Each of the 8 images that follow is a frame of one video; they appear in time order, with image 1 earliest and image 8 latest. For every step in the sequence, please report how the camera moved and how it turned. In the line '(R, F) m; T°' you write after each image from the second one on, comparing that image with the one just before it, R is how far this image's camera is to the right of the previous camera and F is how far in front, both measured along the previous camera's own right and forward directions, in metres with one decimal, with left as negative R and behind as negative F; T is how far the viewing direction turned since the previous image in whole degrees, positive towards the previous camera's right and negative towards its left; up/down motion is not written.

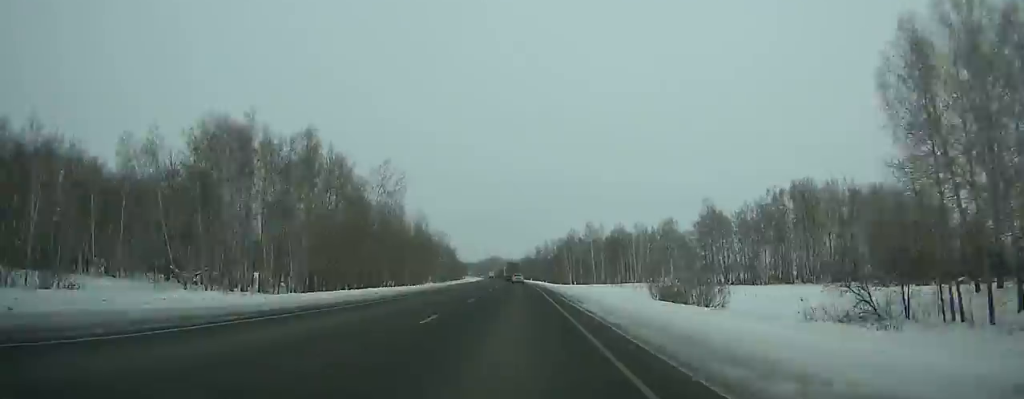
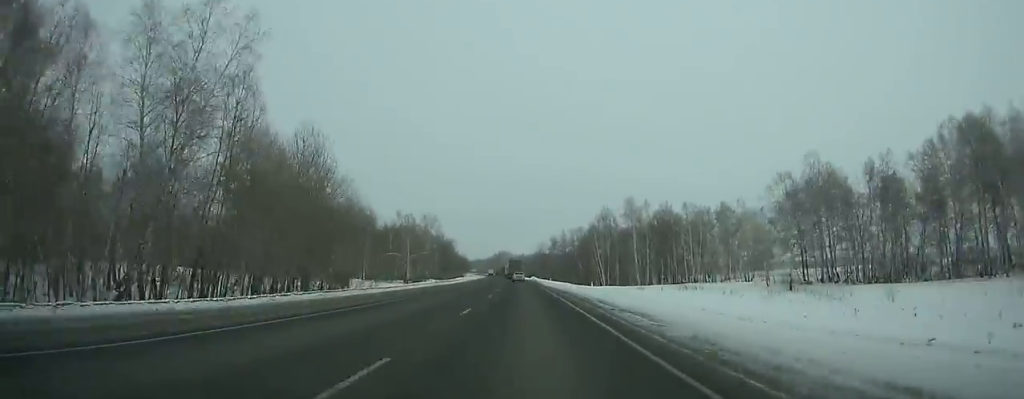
(-0.8, +57.5) m; -1°
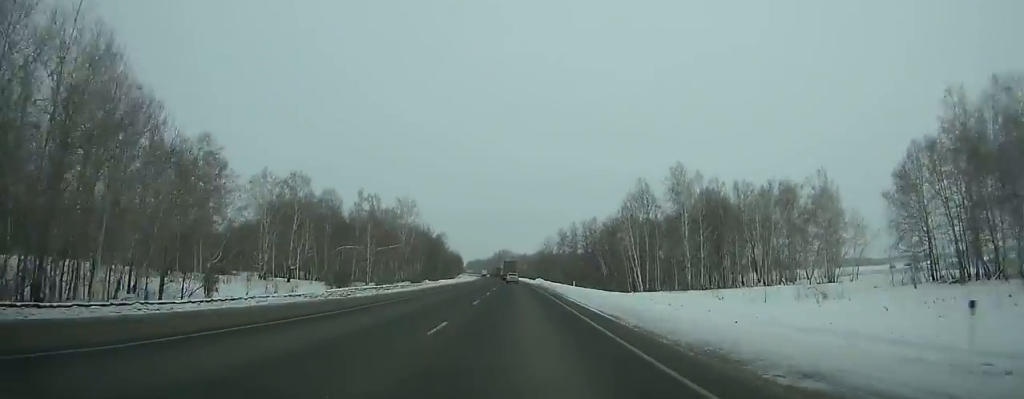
(-0.2, +41.3) m; 0°
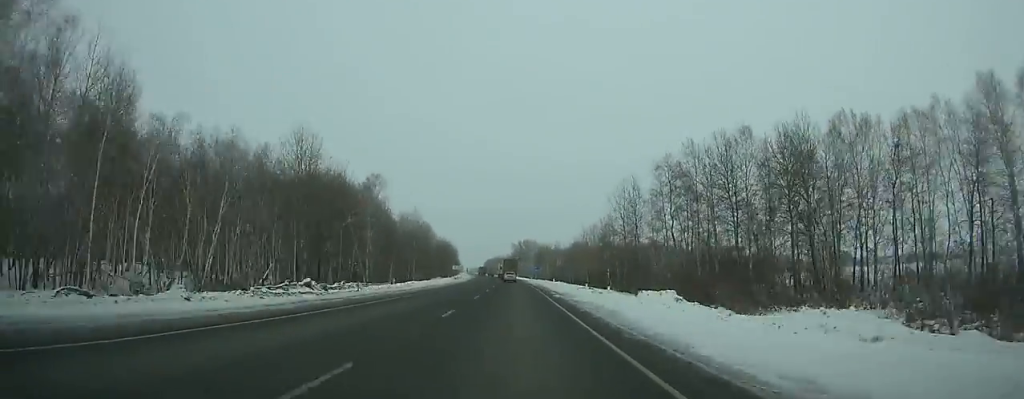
(-1.7, +126.2) m; -2°
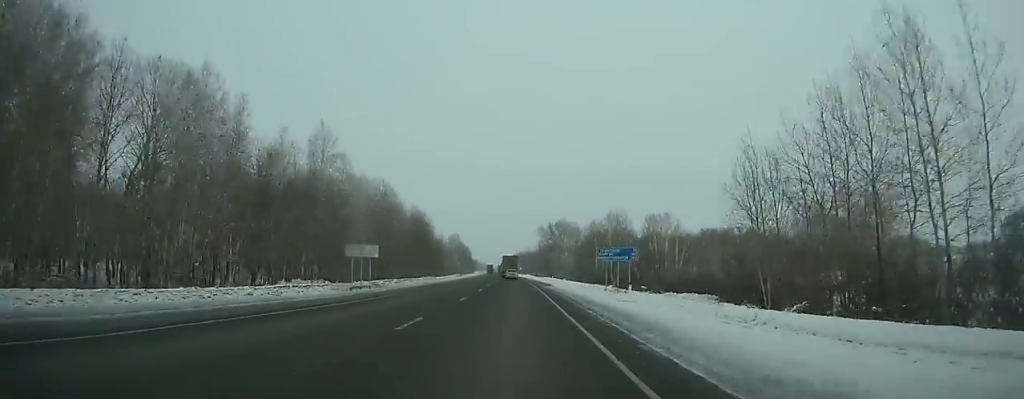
(-2.1, +98.4) m; -2°
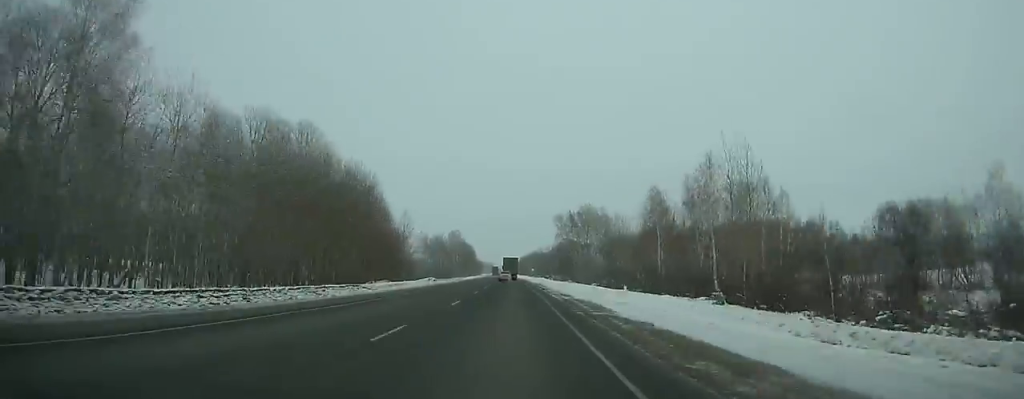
(-0.3, +50.5) m; -1°
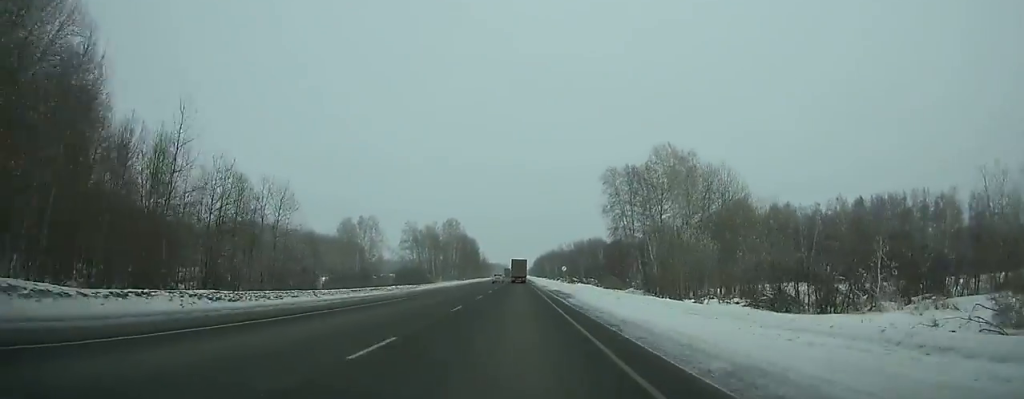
(-1.3, +75.2) m; -1°
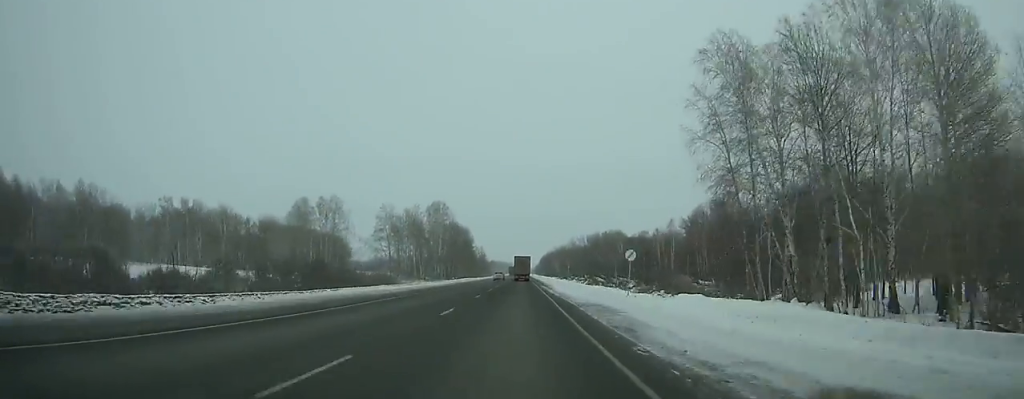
(-0.2, +53.8) m; -1°
